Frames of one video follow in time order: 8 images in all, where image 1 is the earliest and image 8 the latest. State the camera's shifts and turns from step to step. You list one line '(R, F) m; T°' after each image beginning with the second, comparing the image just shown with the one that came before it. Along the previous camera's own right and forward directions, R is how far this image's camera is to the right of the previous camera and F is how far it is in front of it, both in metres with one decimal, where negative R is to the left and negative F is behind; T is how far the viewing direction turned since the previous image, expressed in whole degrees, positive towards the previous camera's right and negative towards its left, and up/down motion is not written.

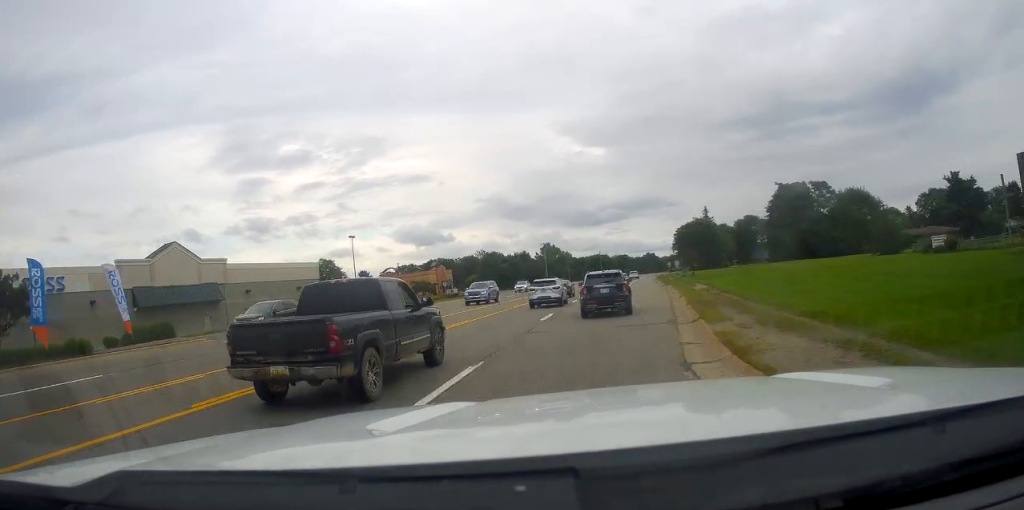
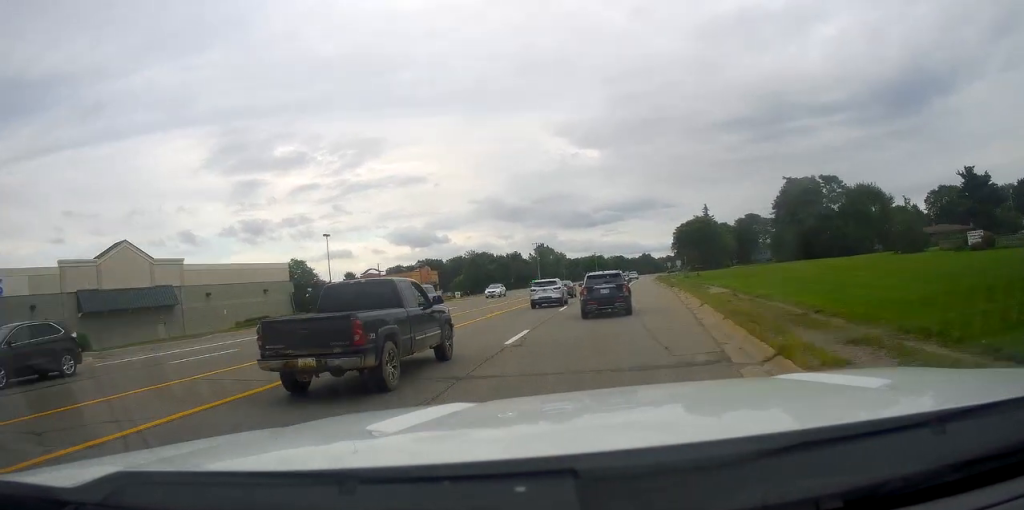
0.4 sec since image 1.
(-0.1, +8.1) m; +1°
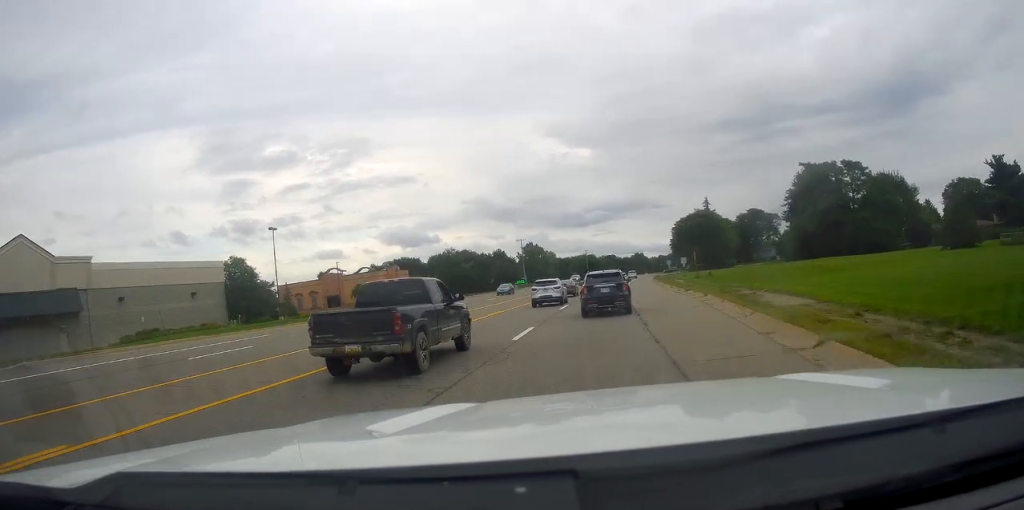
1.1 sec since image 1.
(+0.1, +14.3) m; +1°
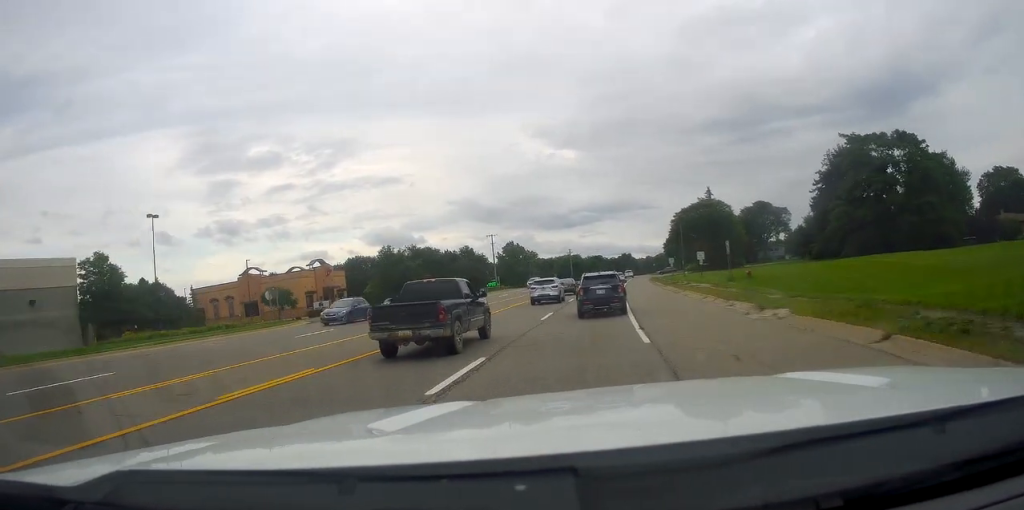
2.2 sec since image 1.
(+0.1, +22.7) m; 0°
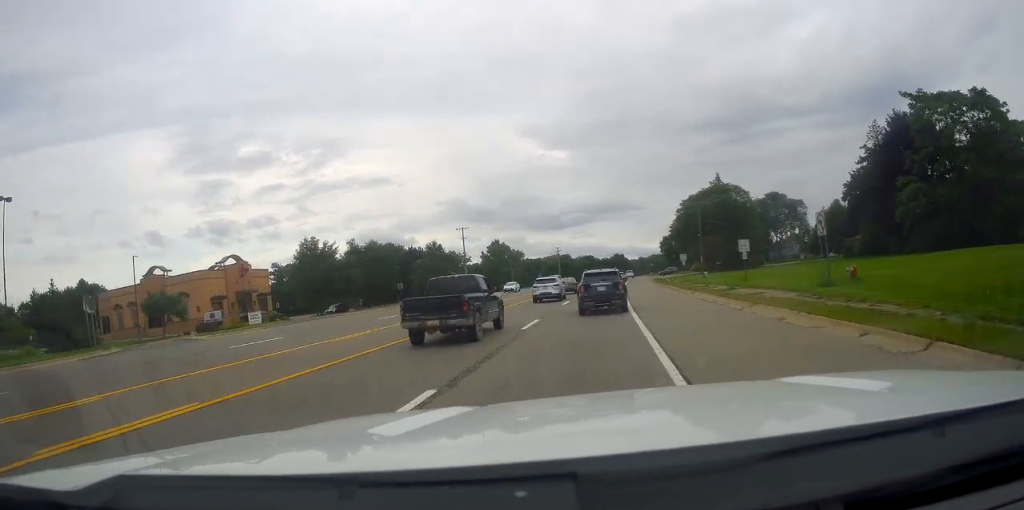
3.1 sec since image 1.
(0.0, +19.5) m; +1°
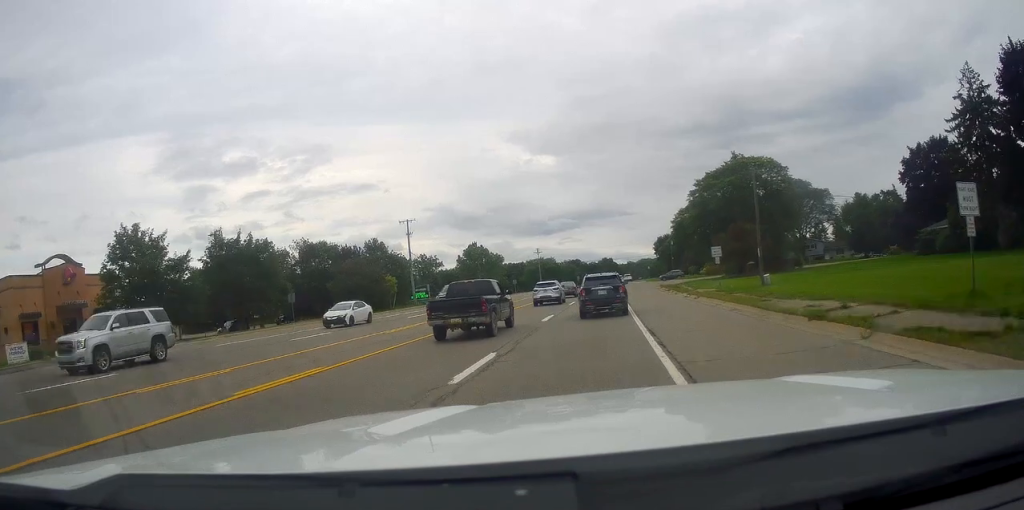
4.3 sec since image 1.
(+0.8, +24.8) m; +2°
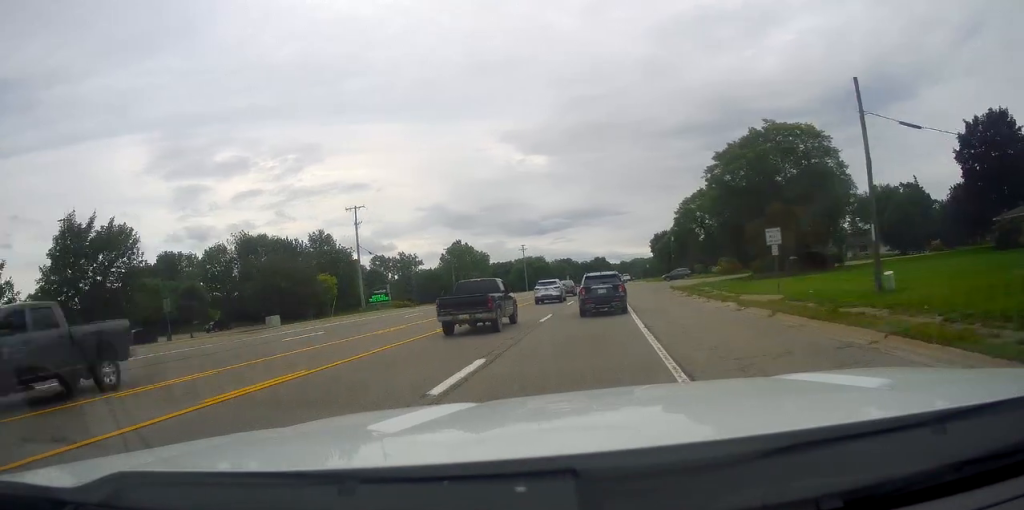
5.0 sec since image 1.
(+0.1, +15.9) m; 0°
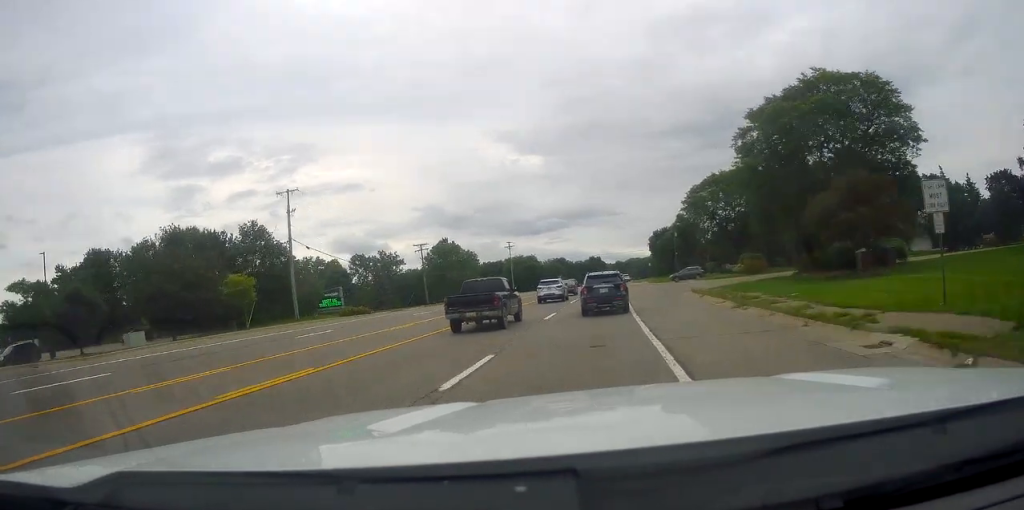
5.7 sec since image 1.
(-0.5, +14.6) m; +1°
